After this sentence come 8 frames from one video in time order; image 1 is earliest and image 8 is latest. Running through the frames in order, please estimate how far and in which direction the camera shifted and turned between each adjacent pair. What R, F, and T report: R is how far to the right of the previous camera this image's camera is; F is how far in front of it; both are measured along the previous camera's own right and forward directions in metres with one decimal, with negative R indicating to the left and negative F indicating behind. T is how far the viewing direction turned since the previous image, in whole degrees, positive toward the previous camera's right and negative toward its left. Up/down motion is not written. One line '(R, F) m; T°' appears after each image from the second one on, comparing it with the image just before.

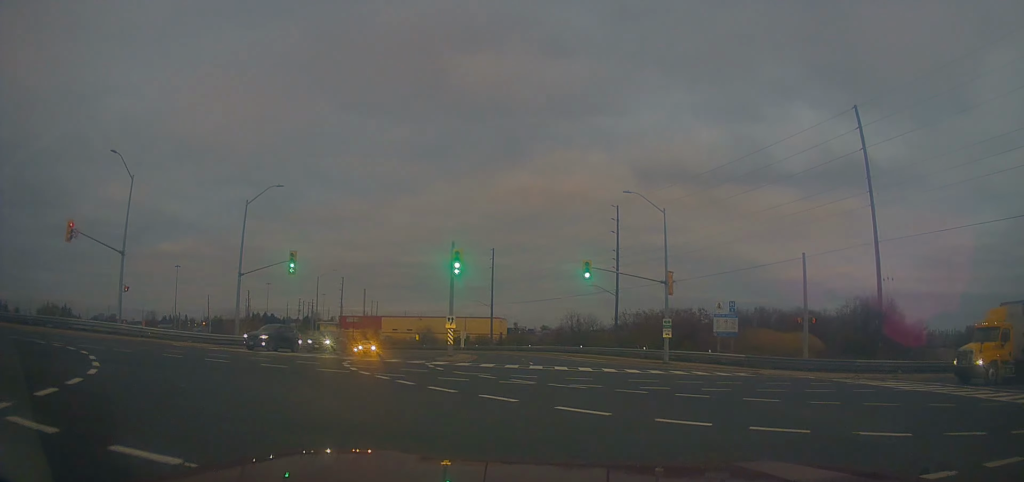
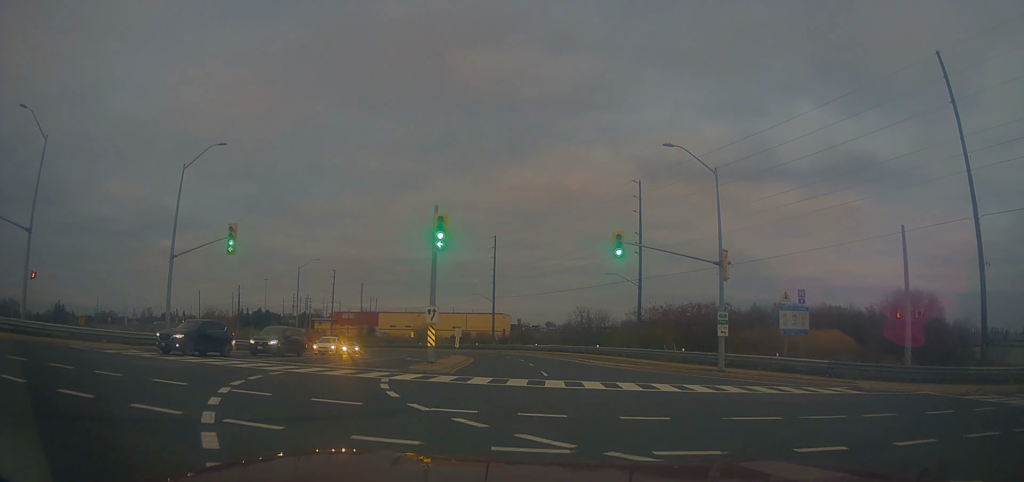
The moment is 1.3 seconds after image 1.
(0.0, +10.4) m; +1°
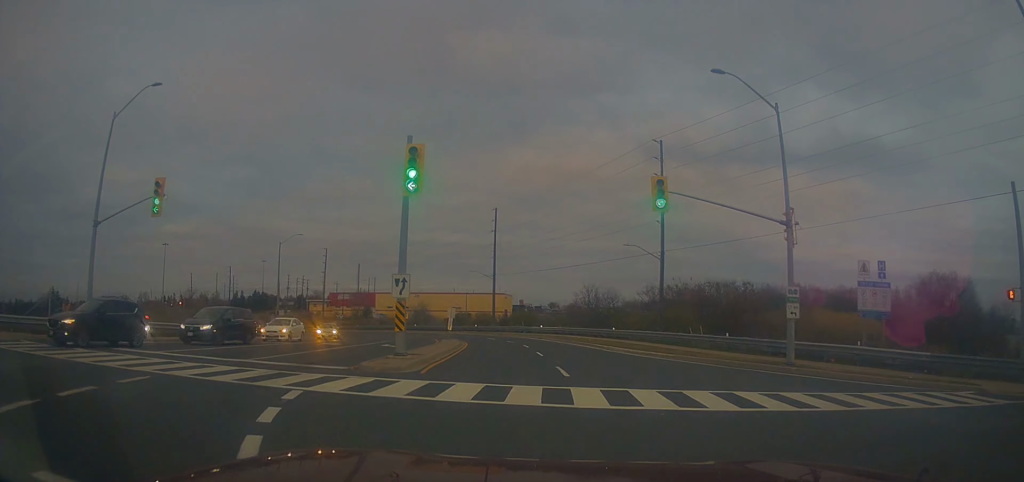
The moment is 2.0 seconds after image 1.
(+0.2, +7.7) m; 0°
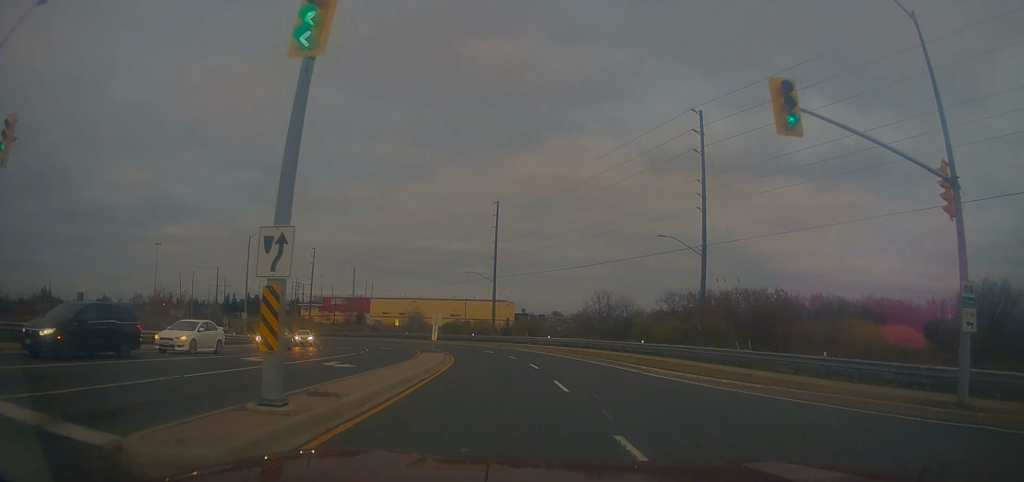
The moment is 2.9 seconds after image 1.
(0.0, +10.3) m; -4°
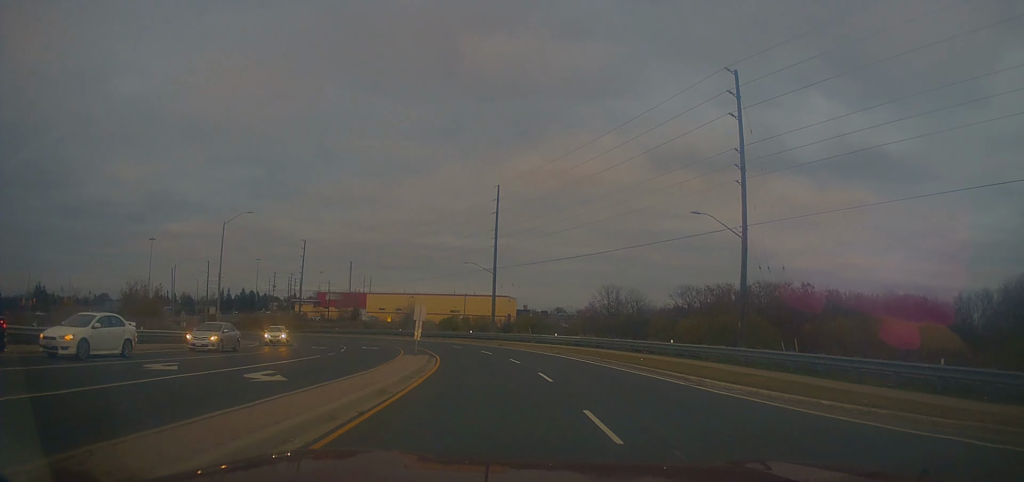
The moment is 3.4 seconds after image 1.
(-0.4, +6.9) m; -2°
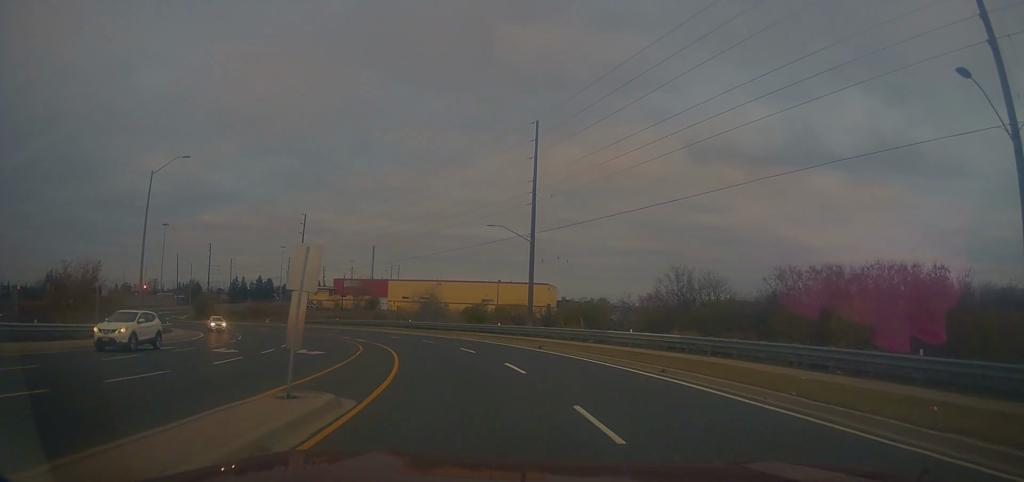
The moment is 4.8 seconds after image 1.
(-0.6, +18.7) m; -1°
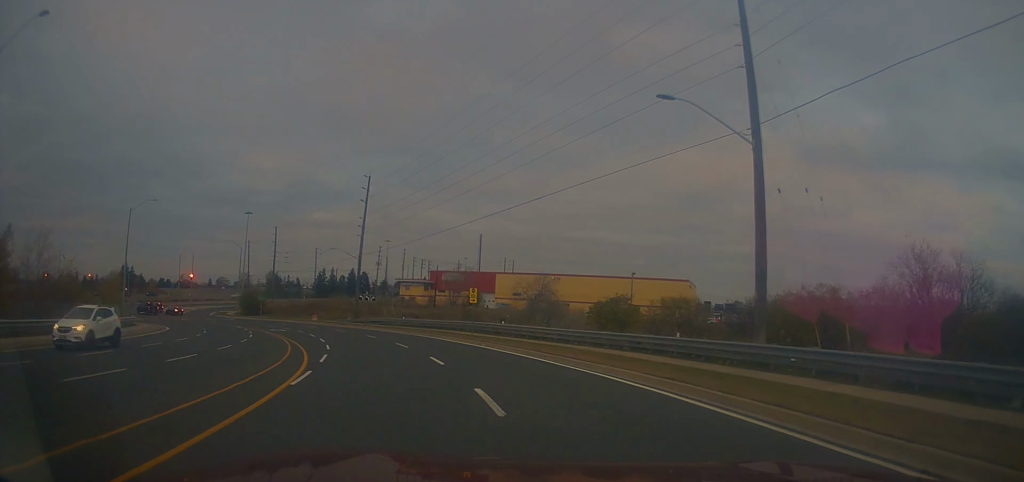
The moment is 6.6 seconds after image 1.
(-1.9, +25.8) m; -14°
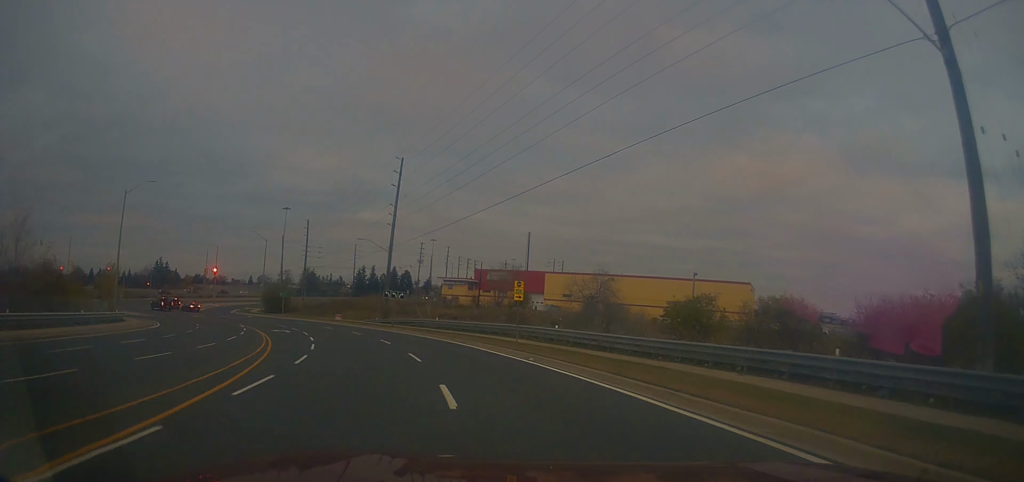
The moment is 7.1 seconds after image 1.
(-0.4, +8.5) m; -6°
